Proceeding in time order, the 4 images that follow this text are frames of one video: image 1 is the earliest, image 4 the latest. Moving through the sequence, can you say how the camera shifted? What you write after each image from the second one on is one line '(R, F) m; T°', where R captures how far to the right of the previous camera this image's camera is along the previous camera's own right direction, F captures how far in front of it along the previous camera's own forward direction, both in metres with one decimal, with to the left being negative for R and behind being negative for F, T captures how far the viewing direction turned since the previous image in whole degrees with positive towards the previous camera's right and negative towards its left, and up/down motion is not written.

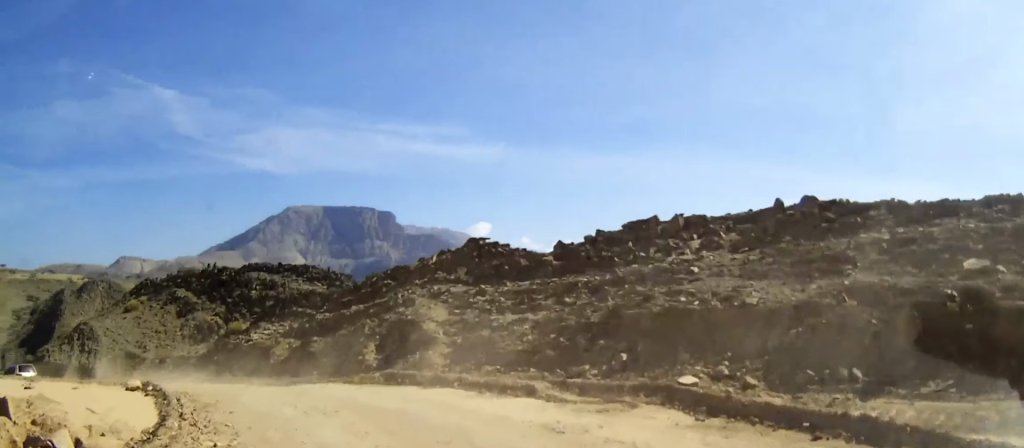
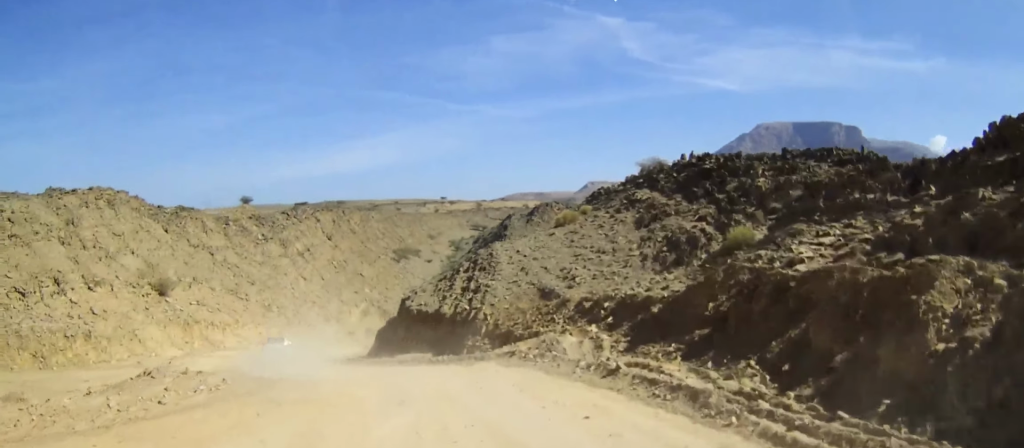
(-7.1, +20.3) m; -37°
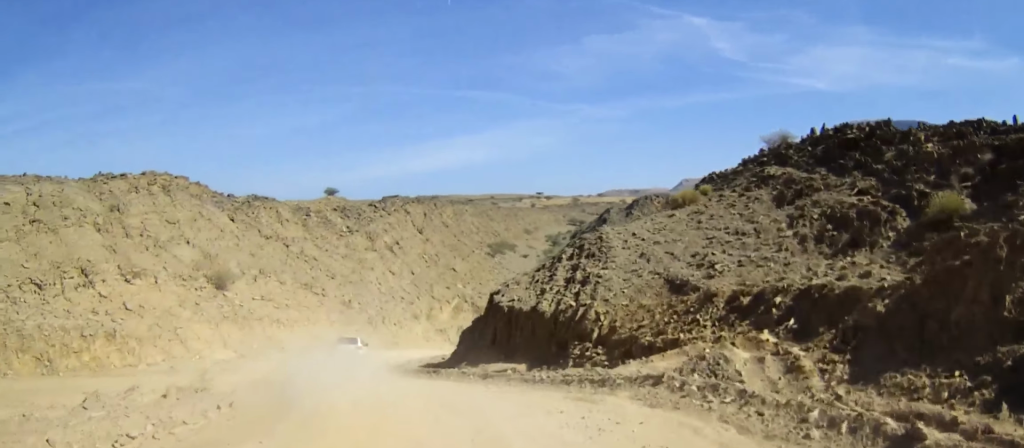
(-0.6, +6.5) m; -9°
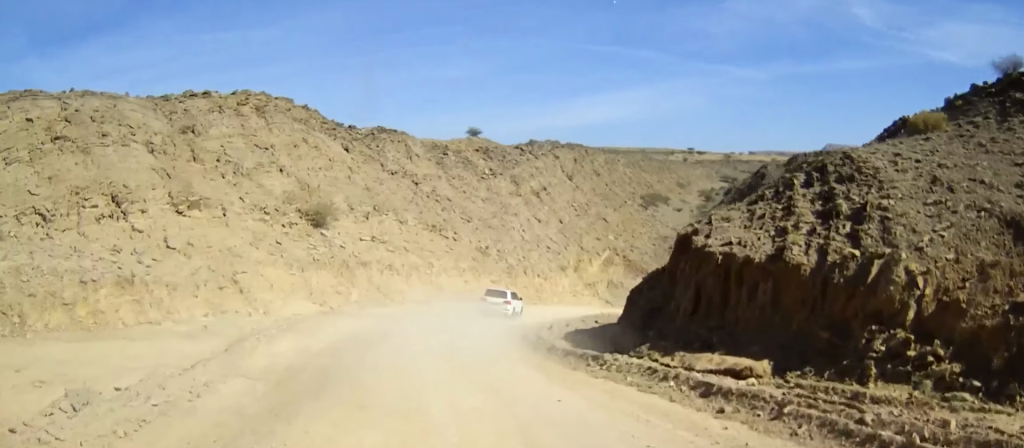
(-1.0, +9.9) m; -11°
